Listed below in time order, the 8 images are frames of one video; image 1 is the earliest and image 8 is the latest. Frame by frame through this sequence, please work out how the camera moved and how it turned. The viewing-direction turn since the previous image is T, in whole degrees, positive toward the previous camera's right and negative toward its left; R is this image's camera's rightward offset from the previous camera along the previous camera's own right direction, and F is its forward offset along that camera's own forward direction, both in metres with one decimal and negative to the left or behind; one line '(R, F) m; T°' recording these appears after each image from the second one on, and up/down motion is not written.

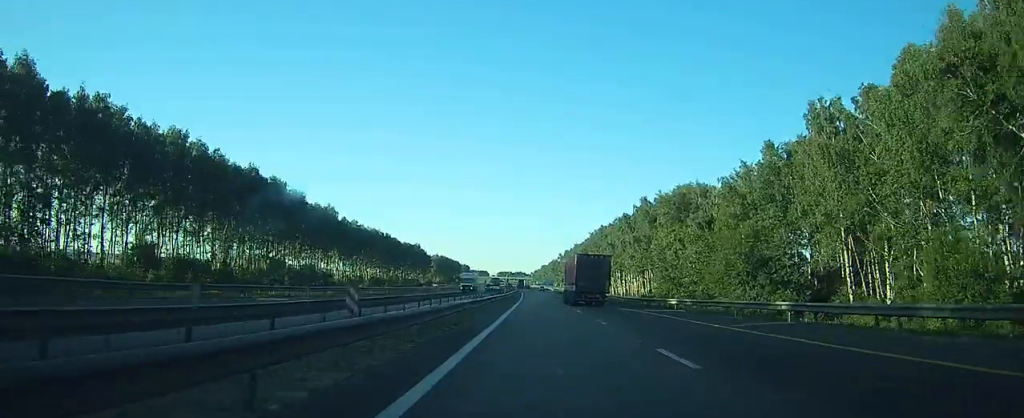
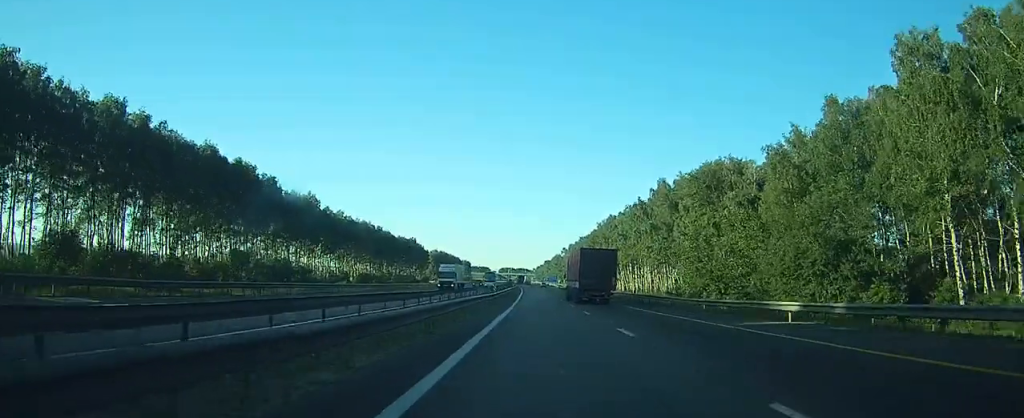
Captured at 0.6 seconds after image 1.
(-0.1, +18.0) m; 0°
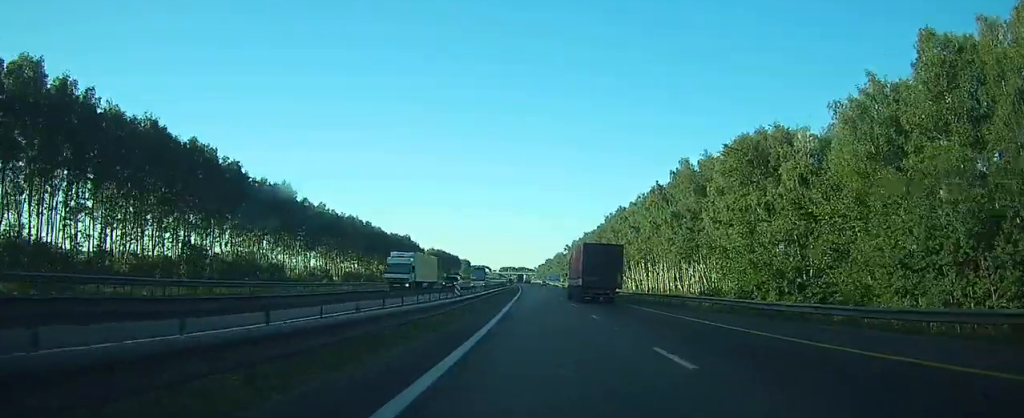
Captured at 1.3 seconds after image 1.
(0.0, +18.0) m; 0°
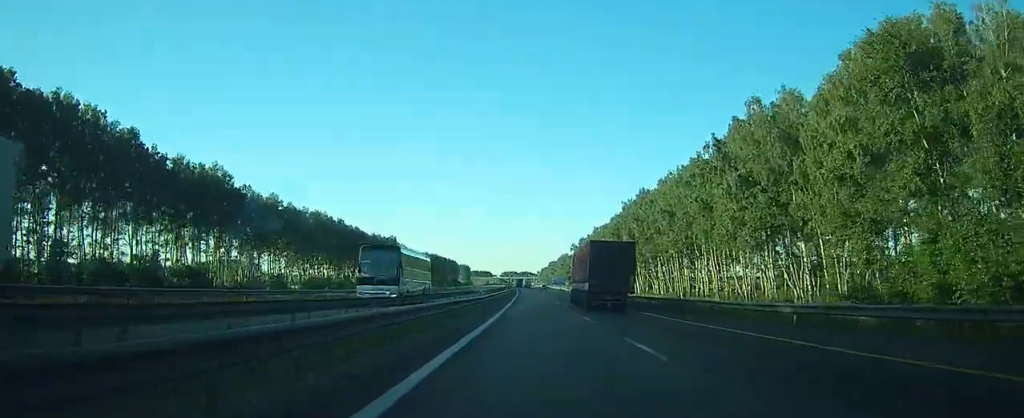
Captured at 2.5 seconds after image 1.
(-0.2, +34.1) m; 0°
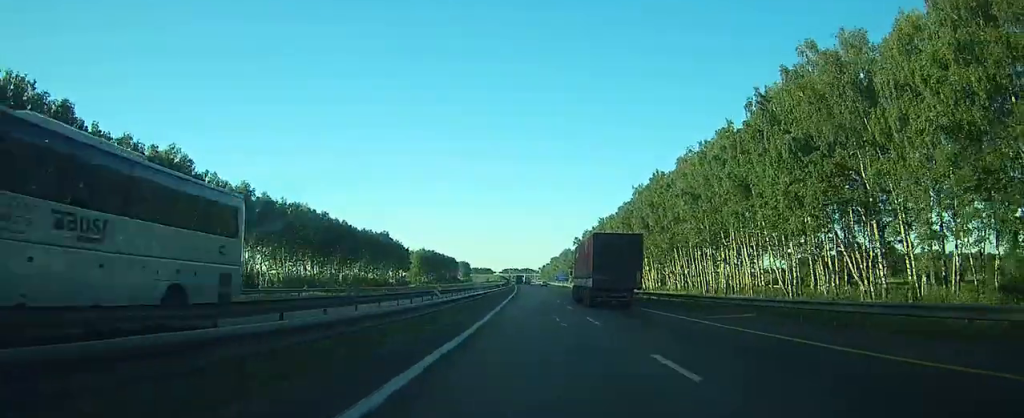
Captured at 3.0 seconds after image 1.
(0.0, +15.2) m; 0°
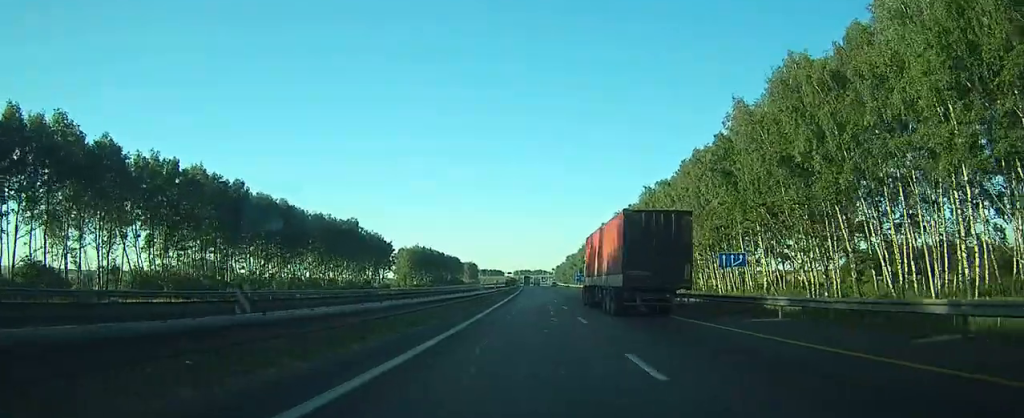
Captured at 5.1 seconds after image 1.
(-0.5, +59.6) m; -1°
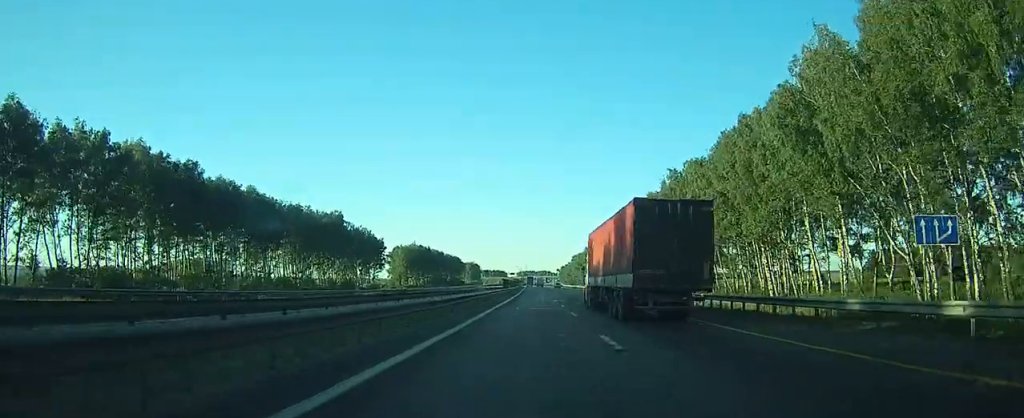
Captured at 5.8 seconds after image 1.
(-0.1, +19.8) m; 0°
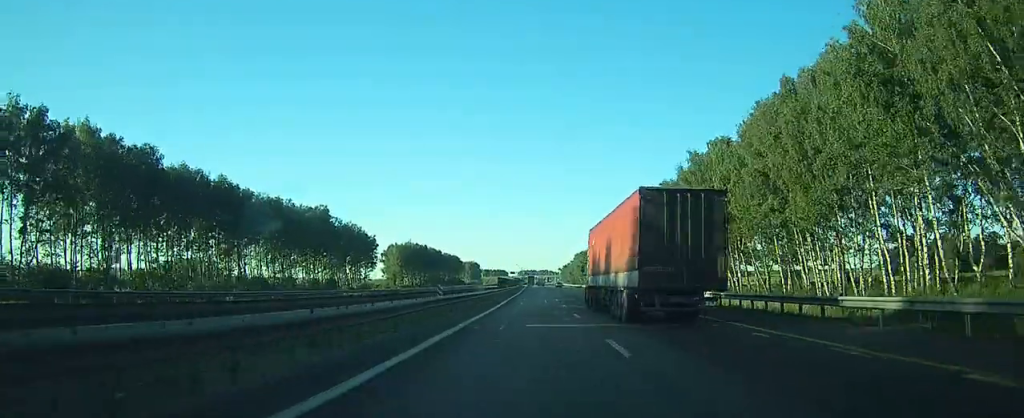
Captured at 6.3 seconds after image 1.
(0.0, +13.2) m; 0°
